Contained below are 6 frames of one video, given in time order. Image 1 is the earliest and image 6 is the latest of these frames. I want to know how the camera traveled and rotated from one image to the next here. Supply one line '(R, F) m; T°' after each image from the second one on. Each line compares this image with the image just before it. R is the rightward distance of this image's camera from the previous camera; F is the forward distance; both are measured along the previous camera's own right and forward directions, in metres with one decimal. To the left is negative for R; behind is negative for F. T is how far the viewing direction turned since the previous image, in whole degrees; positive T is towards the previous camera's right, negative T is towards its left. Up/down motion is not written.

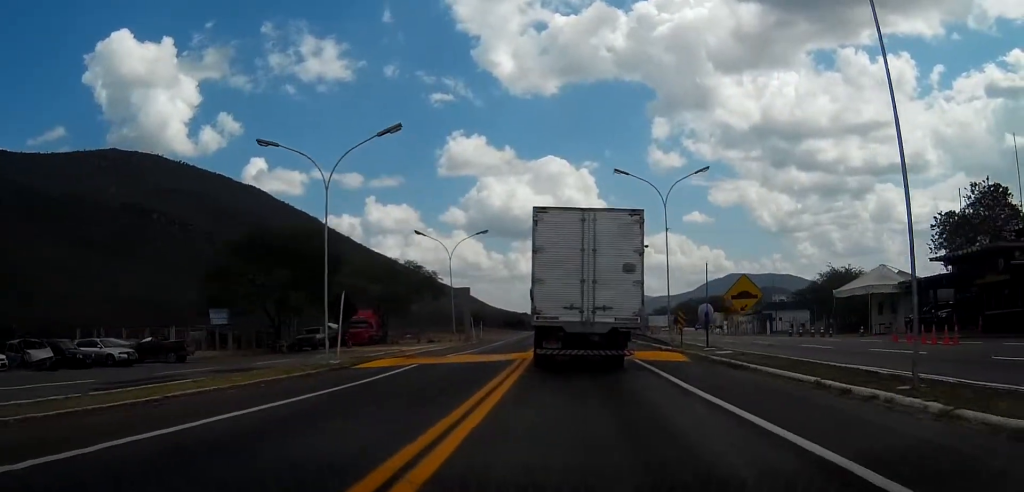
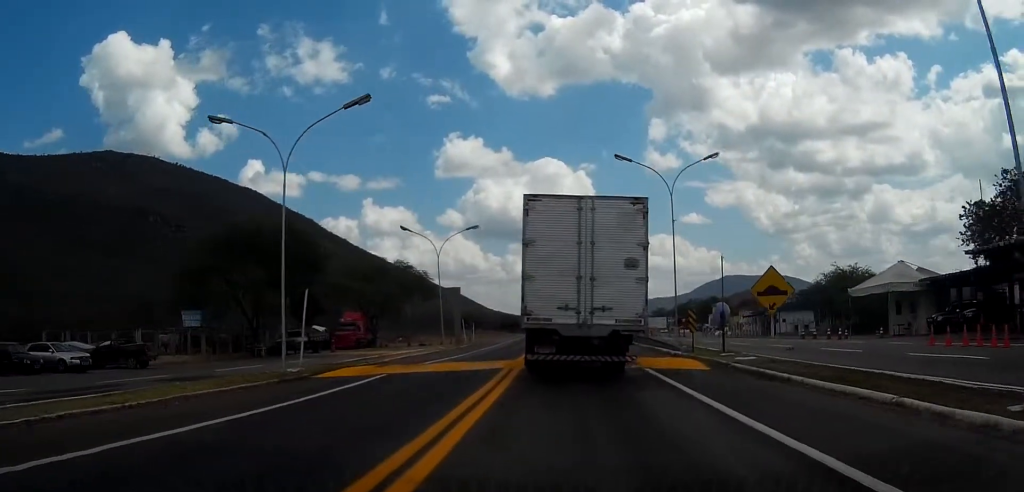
(0.0, +3.7) m; -1°
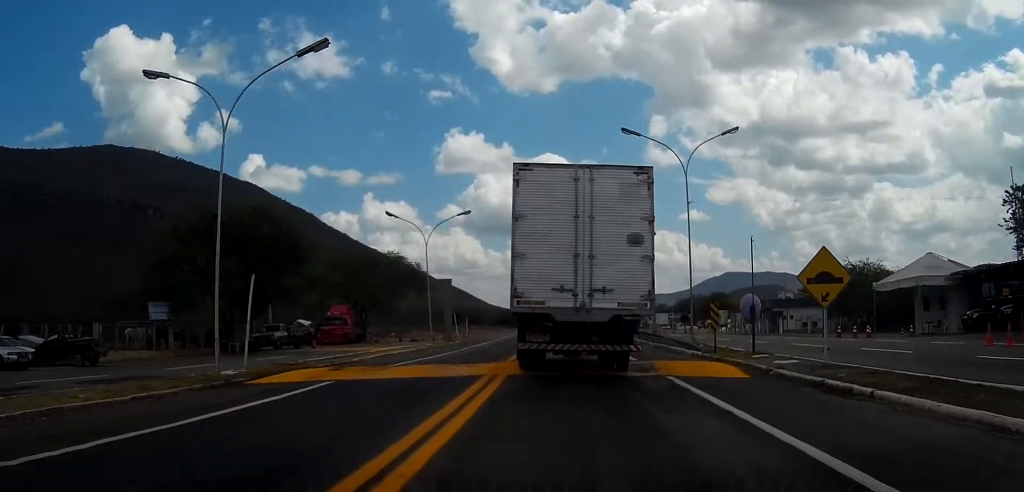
(-0.1, +4.3) m; 0°
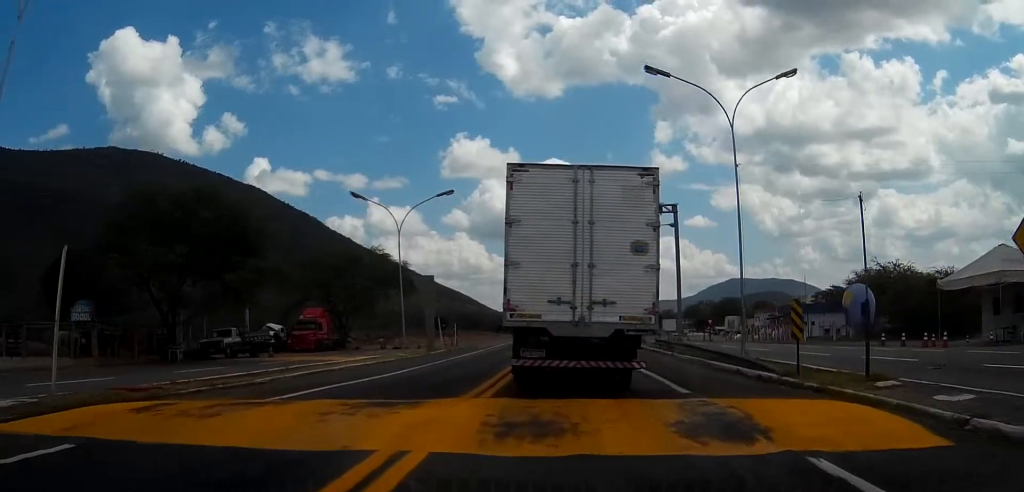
(0.0, +8.9) m; 0°
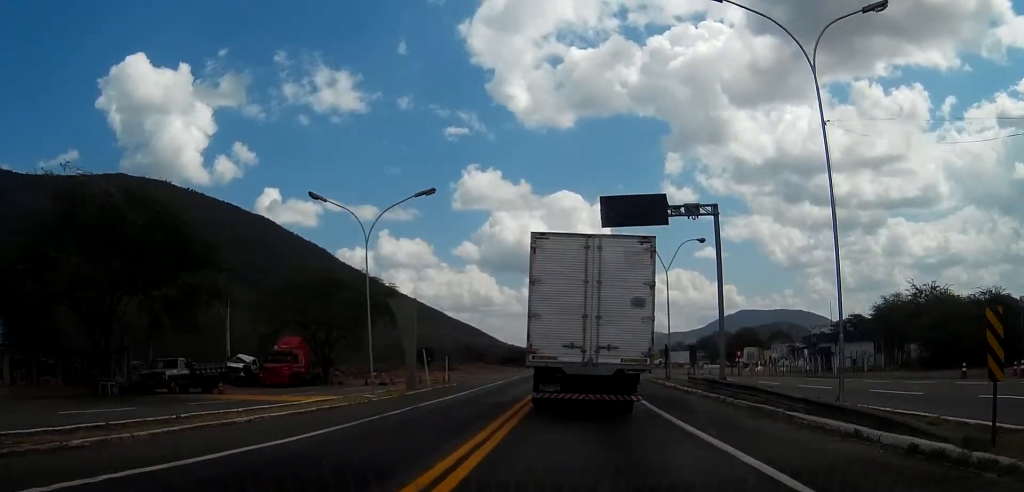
(-0.1, +8.2) m; -3°
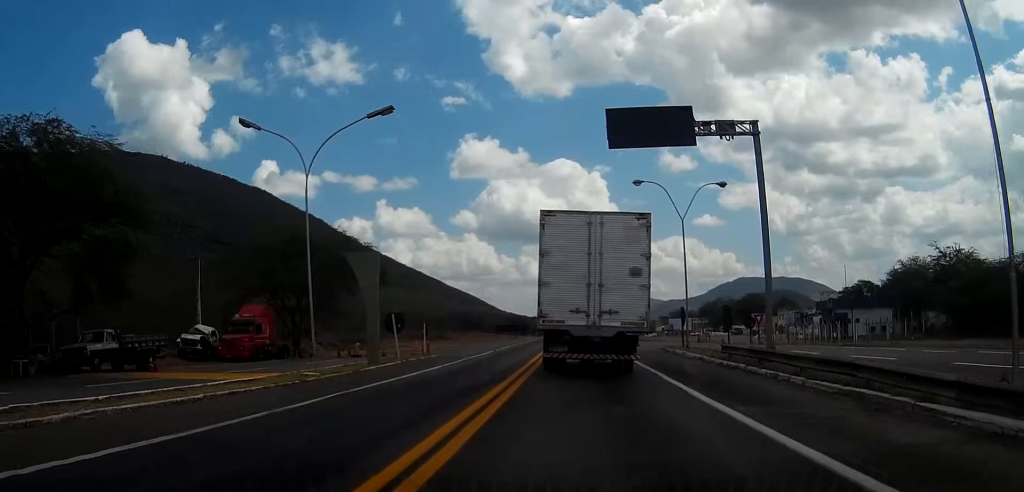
(+0.1, +7.0) m; +2°
